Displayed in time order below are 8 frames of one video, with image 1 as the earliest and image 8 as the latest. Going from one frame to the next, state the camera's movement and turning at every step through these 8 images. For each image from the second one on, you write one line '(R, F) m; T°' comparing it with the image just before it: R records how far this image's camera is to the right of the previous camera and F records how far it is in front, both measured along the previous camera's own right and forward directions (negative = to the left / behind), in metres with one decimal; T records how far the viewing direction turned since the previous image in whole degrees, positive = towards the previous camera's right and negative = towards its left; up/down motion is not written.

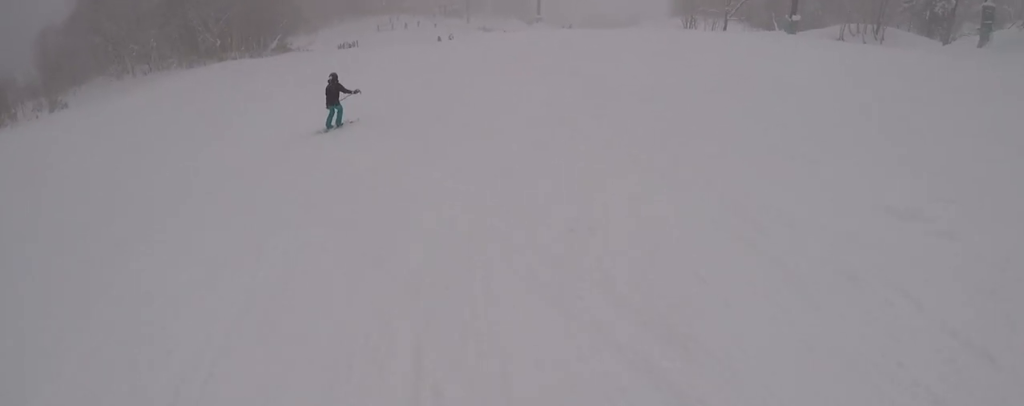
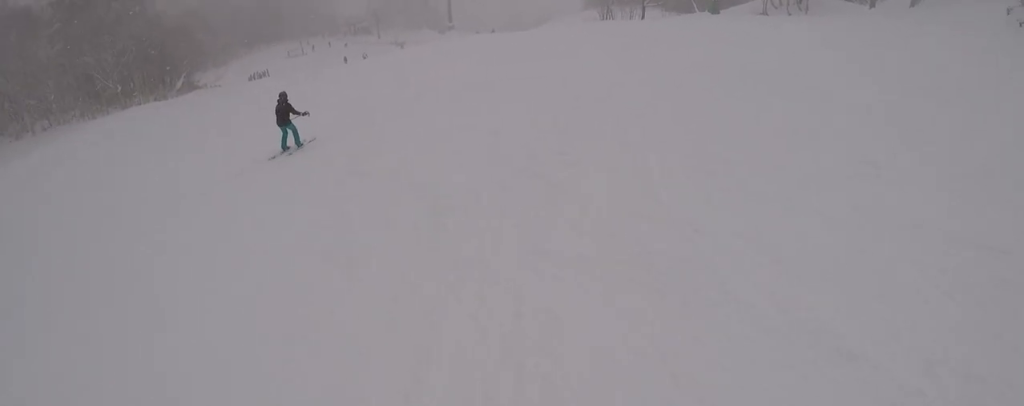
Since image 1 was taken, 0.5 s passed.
(-0.6, +3.1) m; +8°
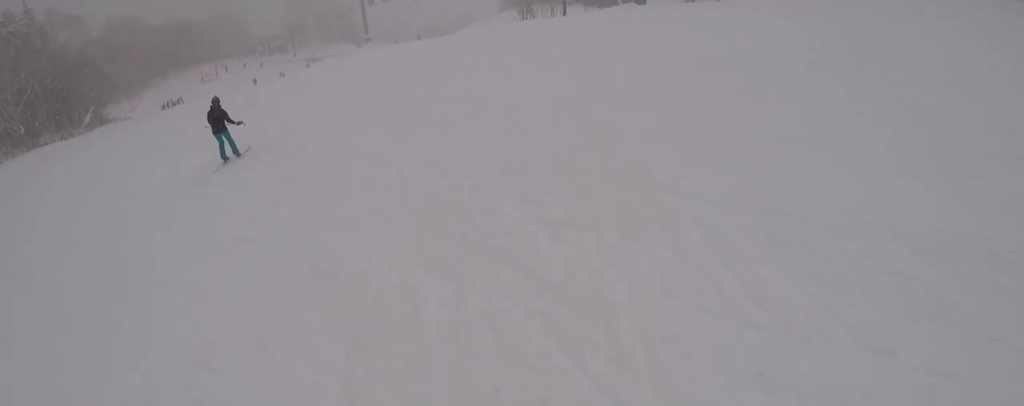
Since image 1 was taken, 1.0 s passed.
(+0.1, +2.6) m; +5°
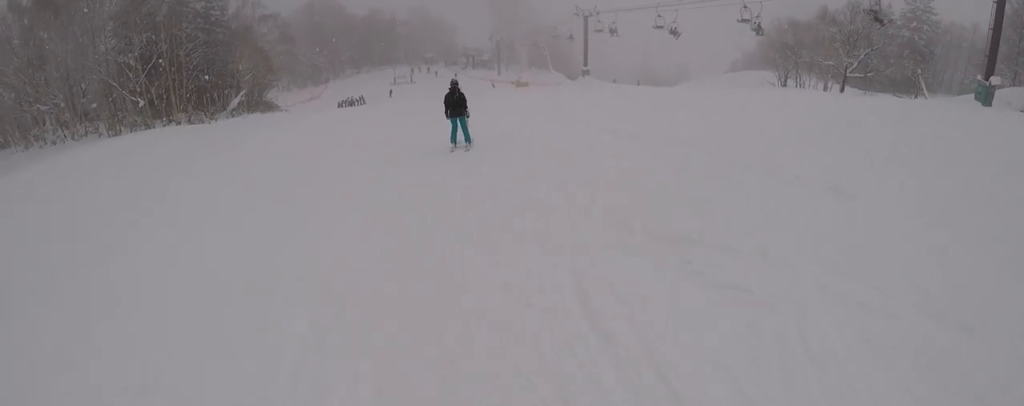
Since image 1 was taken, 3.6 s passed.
(+0.2, +17.2) m; -17°
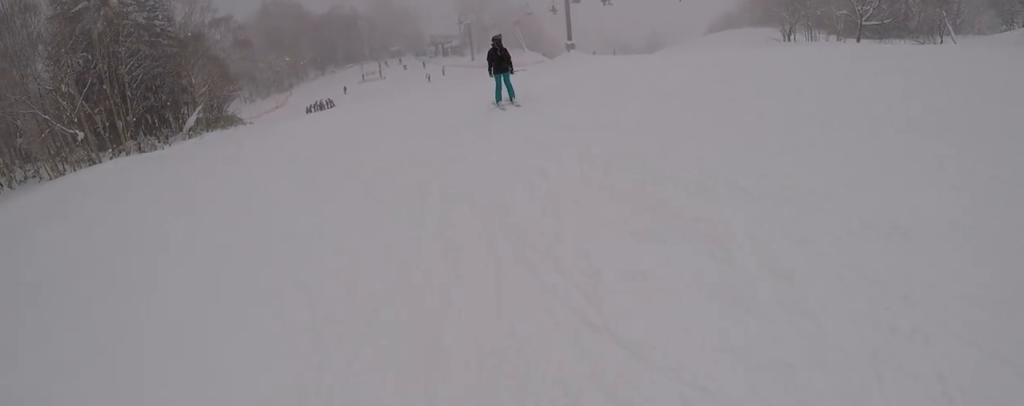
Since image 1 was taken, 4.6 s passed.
(-1.4, +5.9) m; -4°
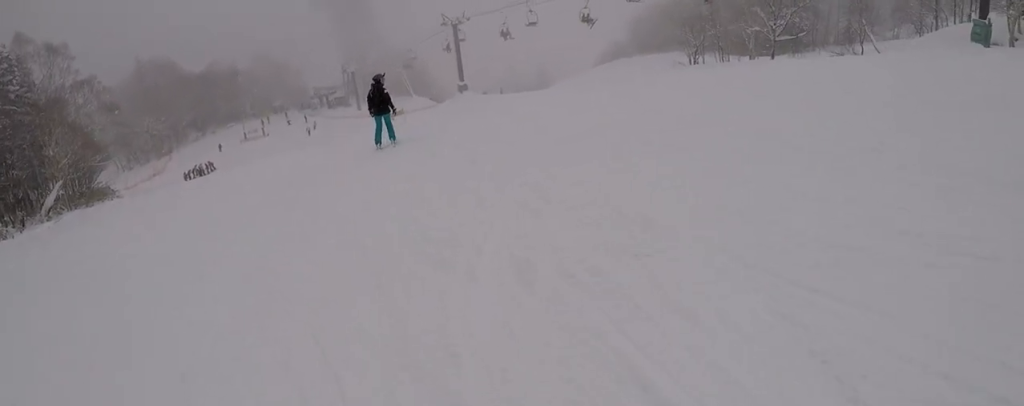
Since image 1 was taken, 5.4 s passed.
(+0.6, +5.0) m; +10°
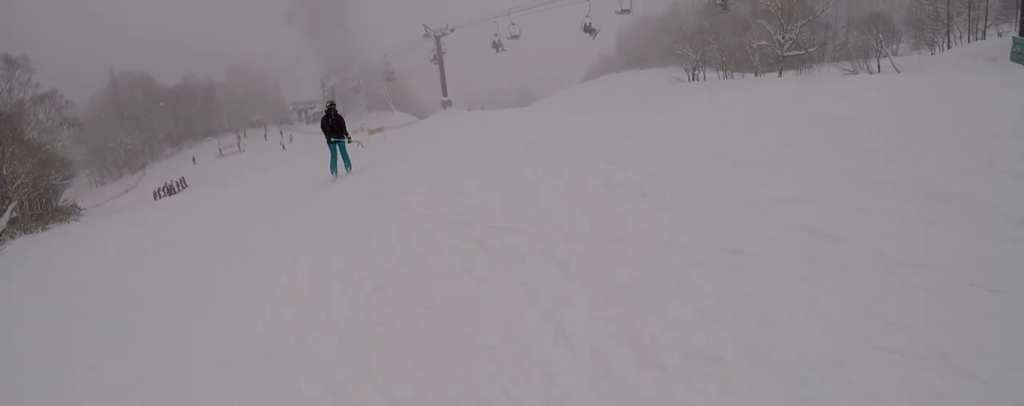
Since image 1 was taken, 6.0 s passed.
(+0.3, +3.7) m; +7°
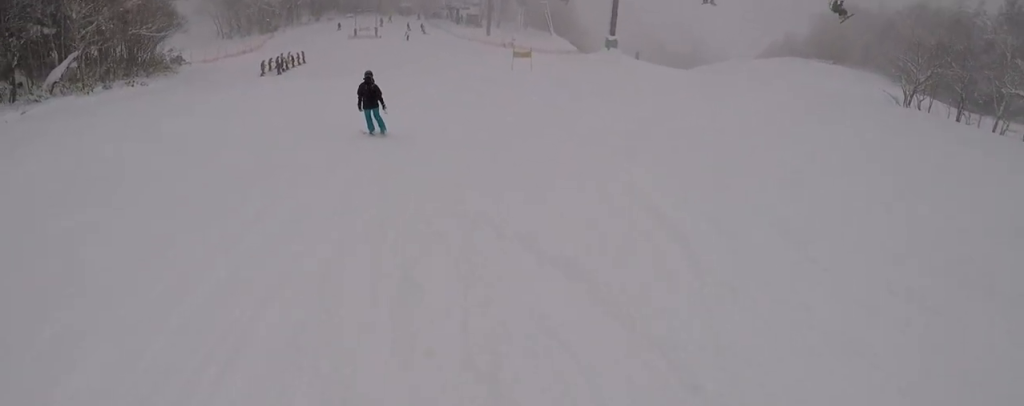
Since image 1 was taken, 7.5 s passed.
(+0.6, +9.6) m; 0°
